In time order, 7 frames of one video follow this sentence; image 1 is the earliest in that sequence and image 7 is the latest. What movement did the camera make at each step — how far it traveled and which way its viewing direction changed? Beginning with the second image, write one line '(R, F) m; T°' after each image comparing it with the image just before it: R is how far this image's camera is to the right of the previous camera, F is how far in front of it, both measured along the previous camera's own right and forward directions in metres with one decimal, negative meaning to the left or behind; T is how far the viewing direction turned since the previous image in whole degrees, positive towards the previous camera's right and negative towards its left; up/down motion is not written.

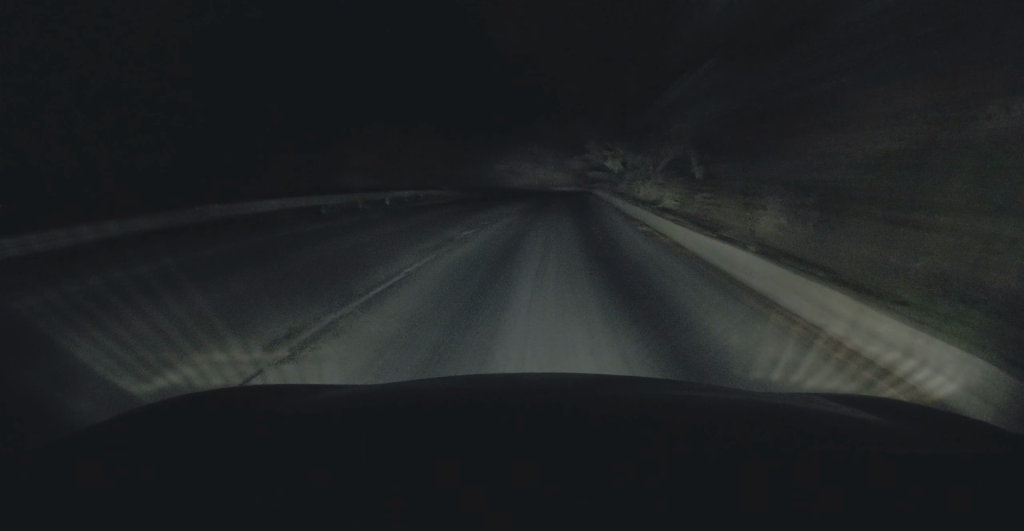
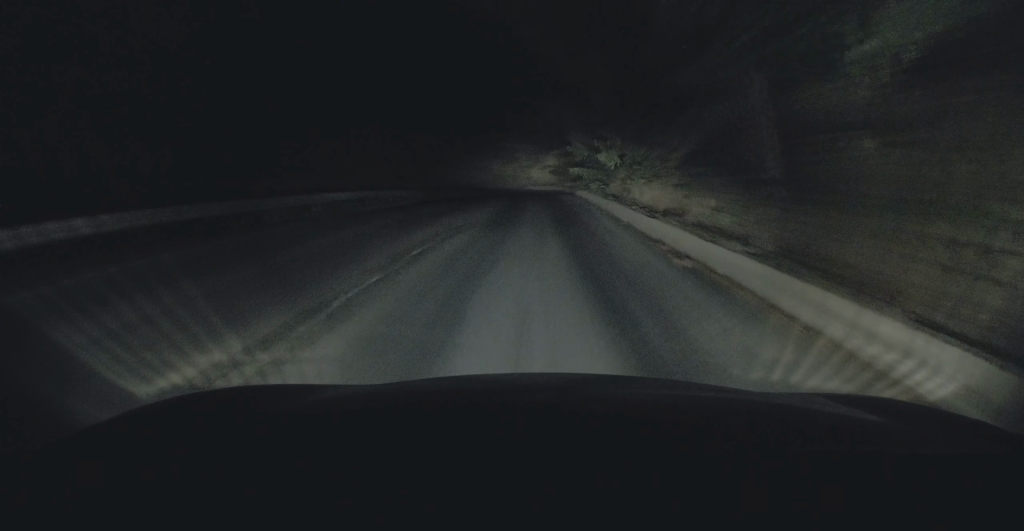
(0.0, +4.4) m; +1°
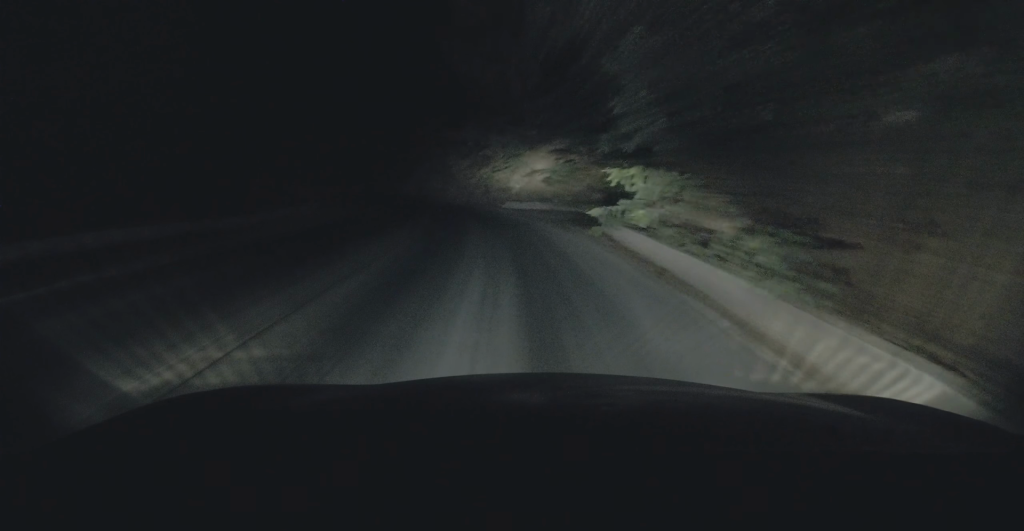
(+0.5, +14.4) m; +2°
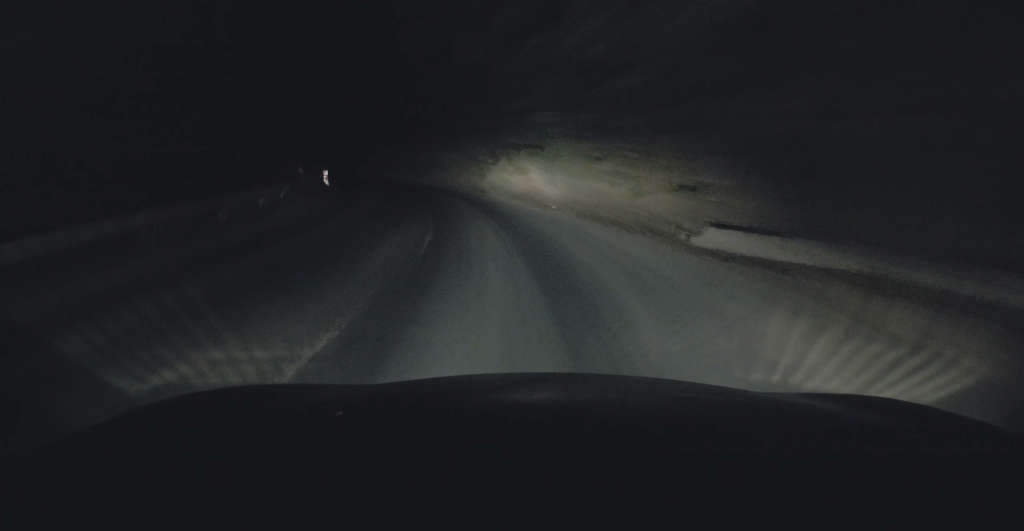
(-0.8, +16.7) m; -8°
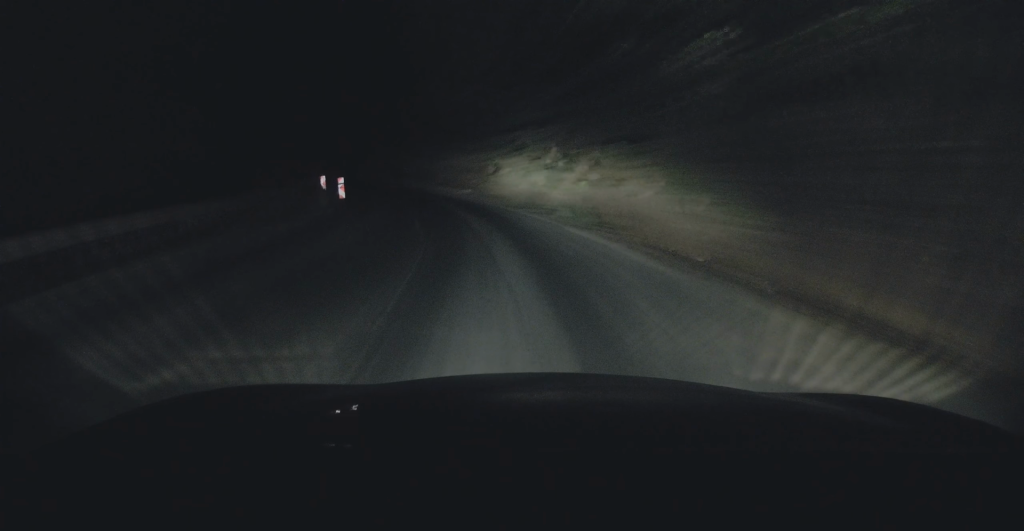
(-0.4, +8.2) m; -8°
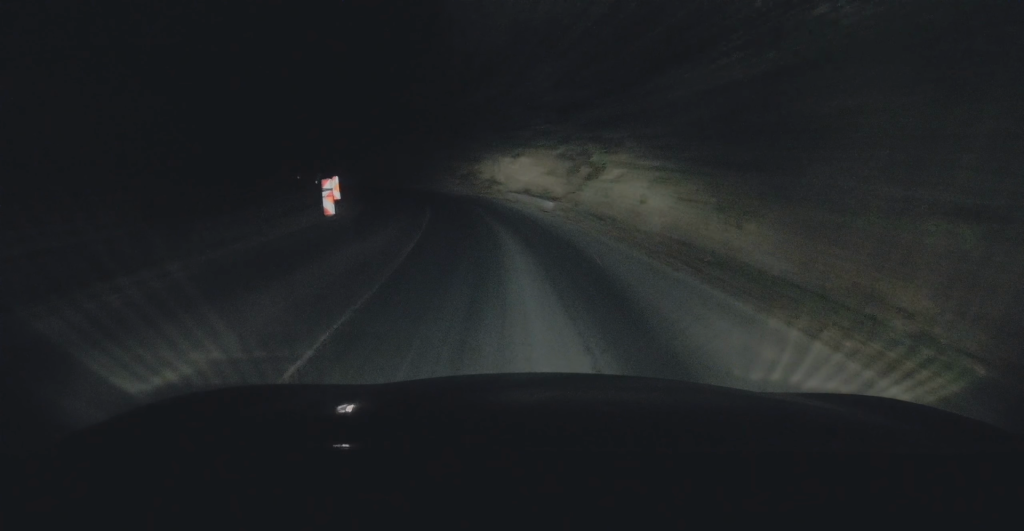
(-1.0, +10.5) m; -10°
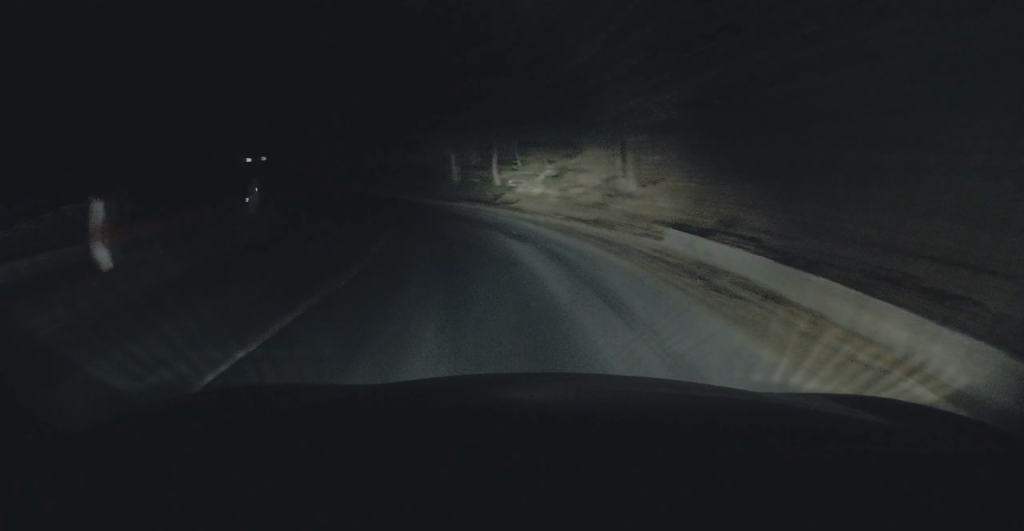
(-1.6, +17.5) m; -17°
